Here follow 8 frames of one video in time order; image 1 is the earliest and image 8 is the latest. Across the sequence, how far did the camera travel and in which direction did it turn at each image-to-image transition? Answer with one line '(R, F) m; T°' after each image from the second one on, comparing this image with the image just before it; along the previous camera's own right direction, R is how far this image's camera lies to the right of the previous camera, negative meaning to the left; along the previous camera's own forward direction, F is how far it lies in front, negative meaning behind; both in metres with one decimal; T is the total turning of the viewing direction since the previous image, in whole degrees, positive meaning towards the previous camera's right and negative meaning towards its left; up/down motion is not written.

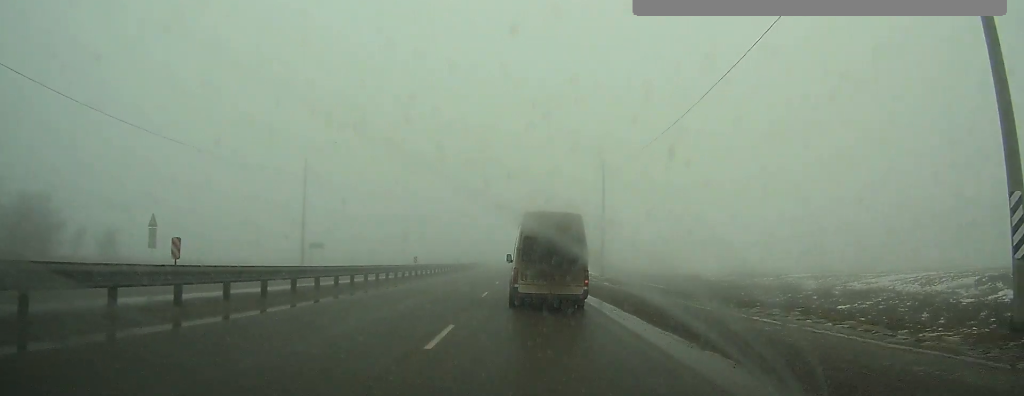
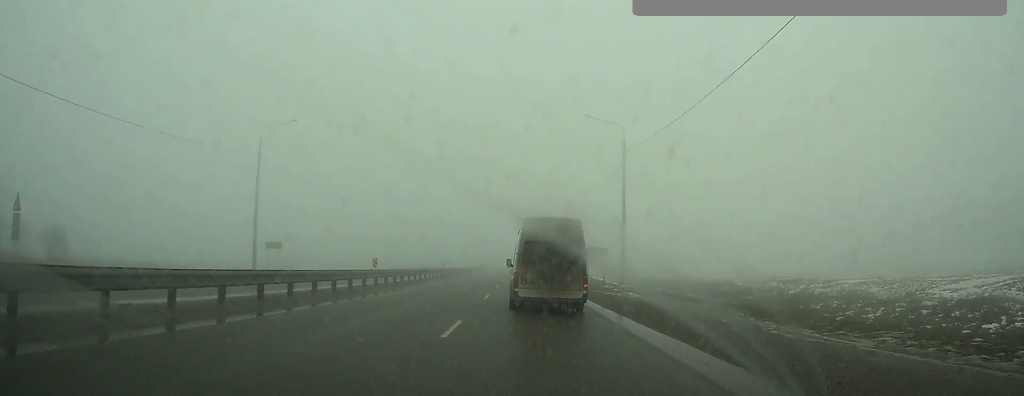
(0.0, +10.5) m; 0°
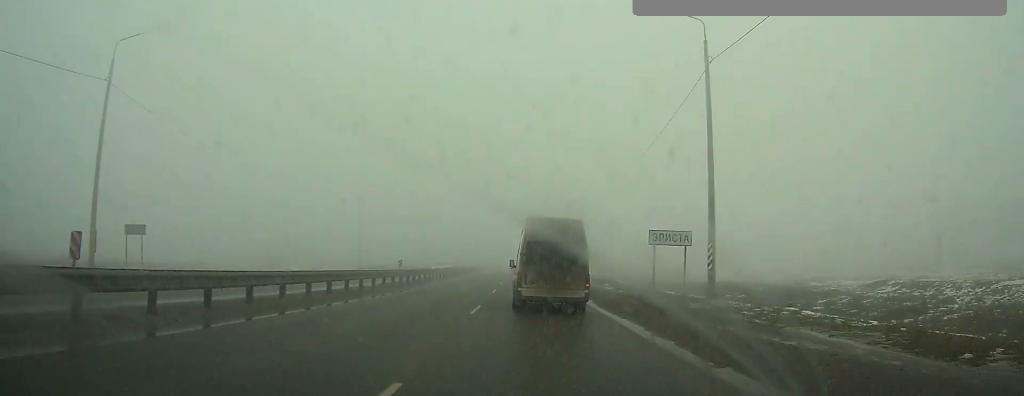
(0.0, +21.2) m; 0°
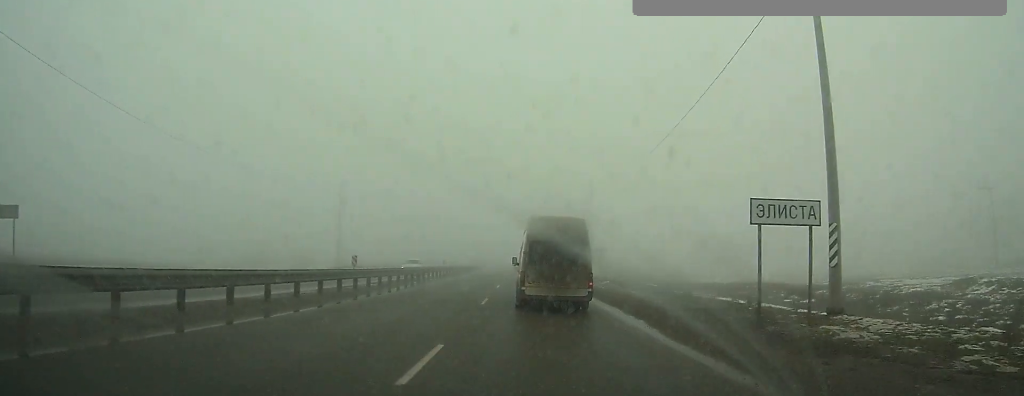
(0.0, +11.2) m; 0°
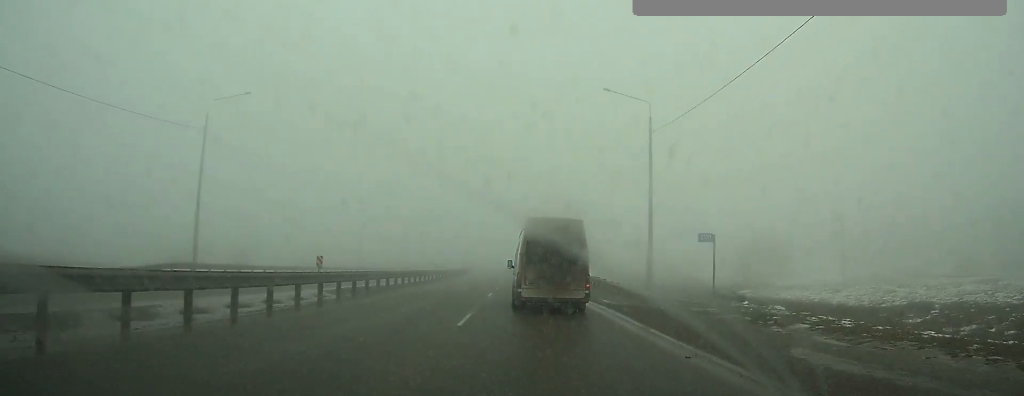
(+0.1, +36.5) m; +1°
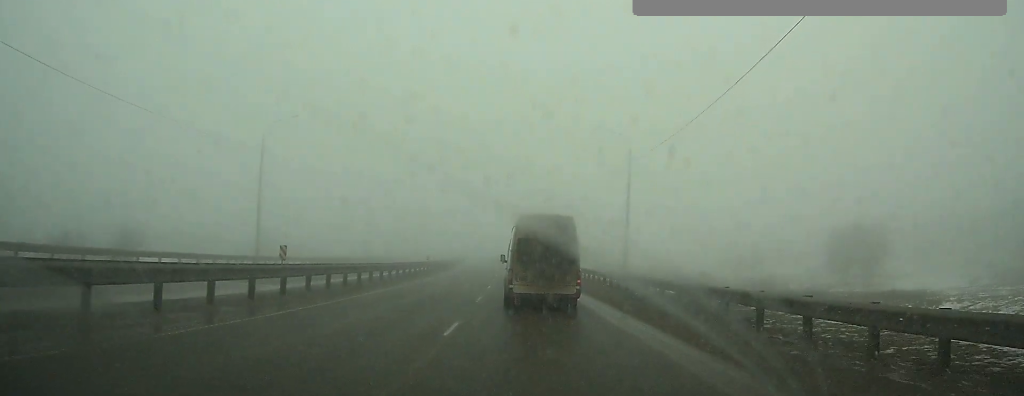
(0.0, +30.4) m; 0°
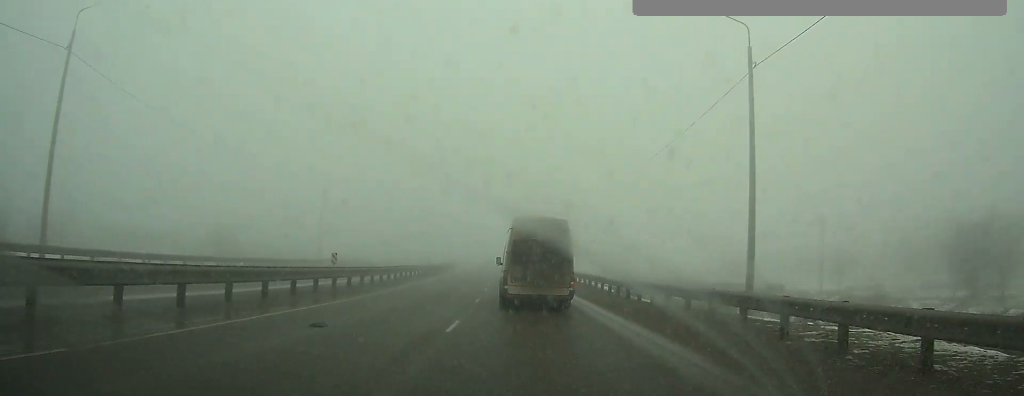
(-0.2, +22.4) m; -1°
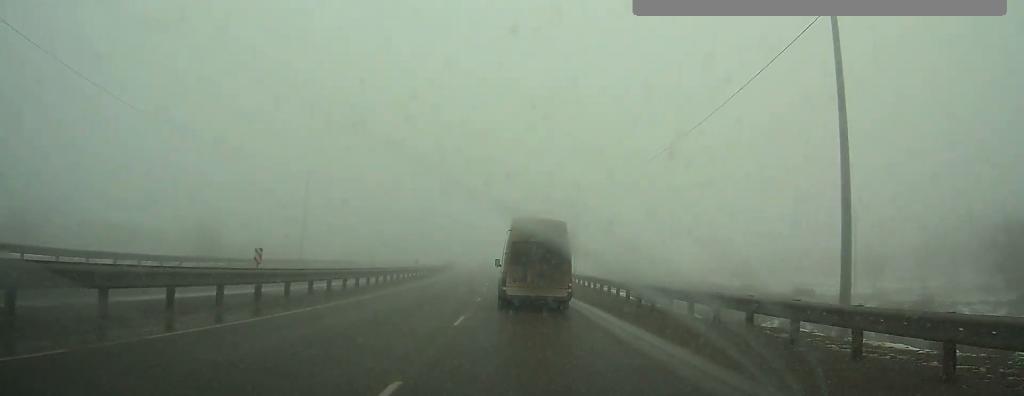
(0.0, +7.2) m; 0°
